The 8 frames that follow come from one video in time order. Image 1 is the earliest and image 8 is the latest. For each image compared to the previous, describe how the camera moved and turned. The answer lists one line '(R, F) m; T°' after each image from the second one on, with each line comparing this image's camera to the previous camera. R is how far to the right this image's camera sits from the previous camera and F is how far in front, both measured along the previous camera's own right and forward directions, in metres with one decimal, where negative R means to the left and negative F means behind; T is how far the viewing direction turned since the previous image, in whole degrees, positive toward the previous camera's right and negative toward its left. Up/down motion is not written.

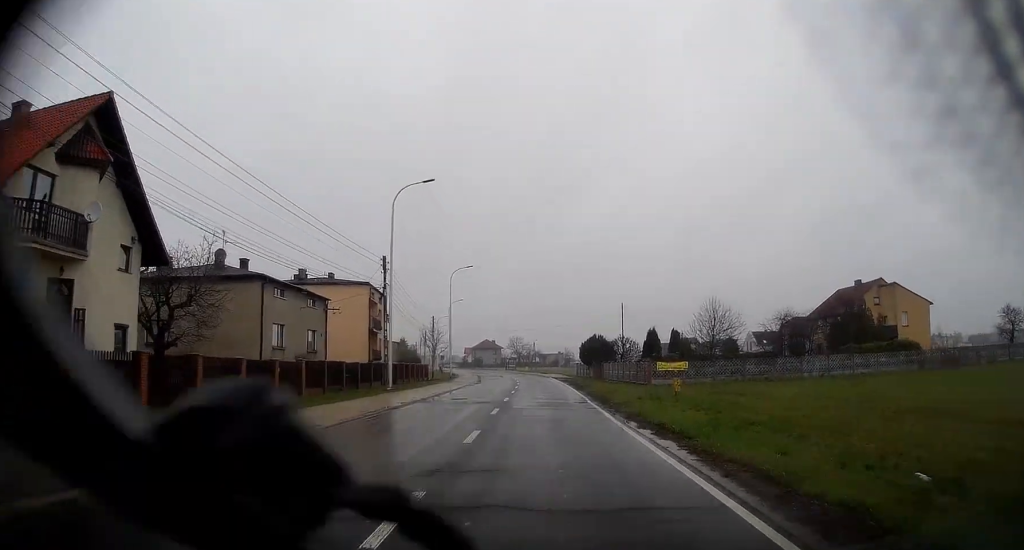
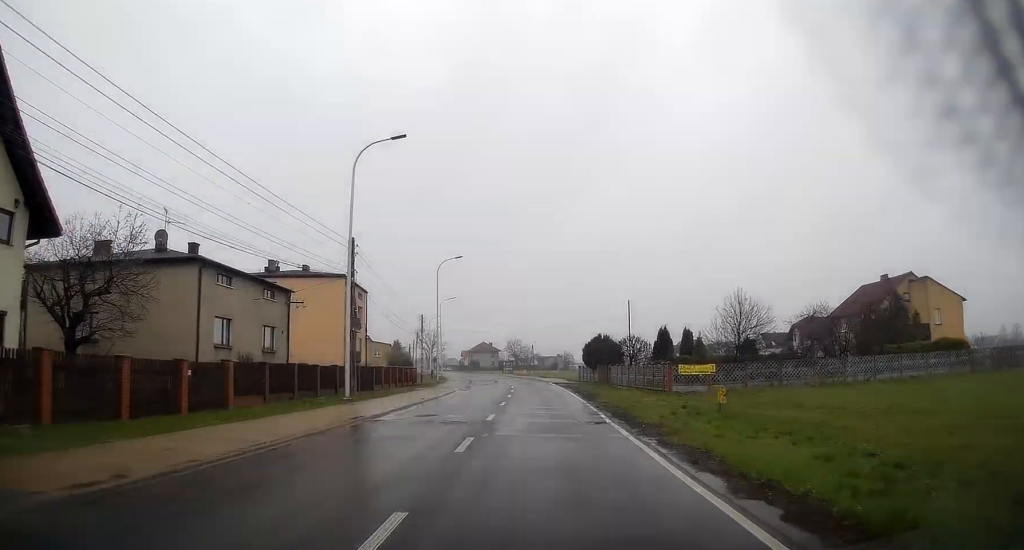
(0.0, +6.8) m; 0°
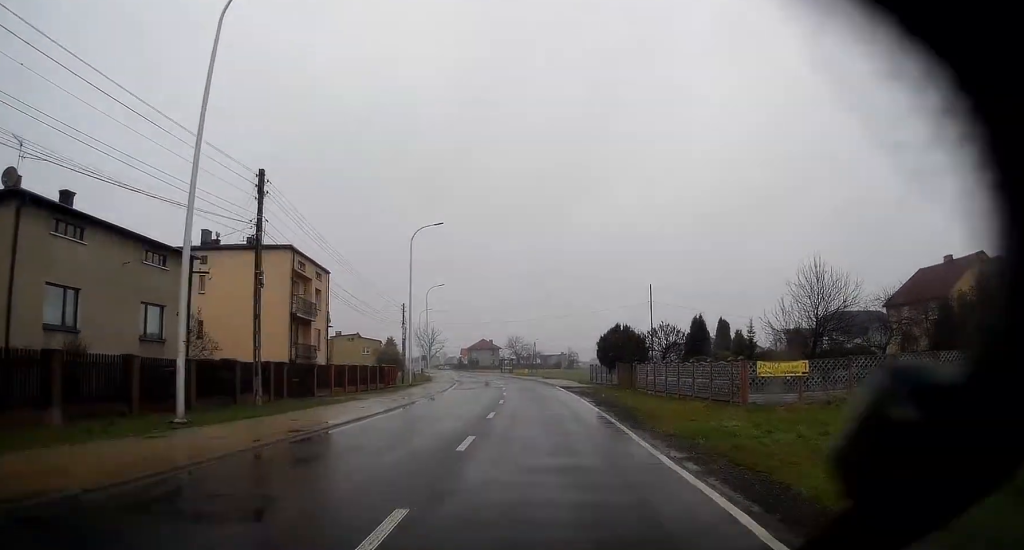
(0.0, +12.1) m; +1°
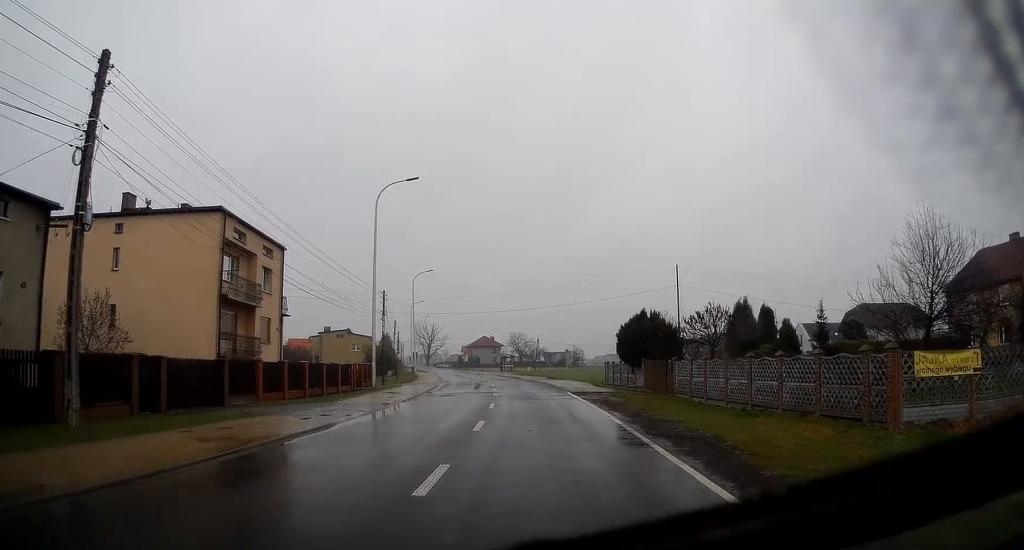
(+0.1, +9.9) m; 0°
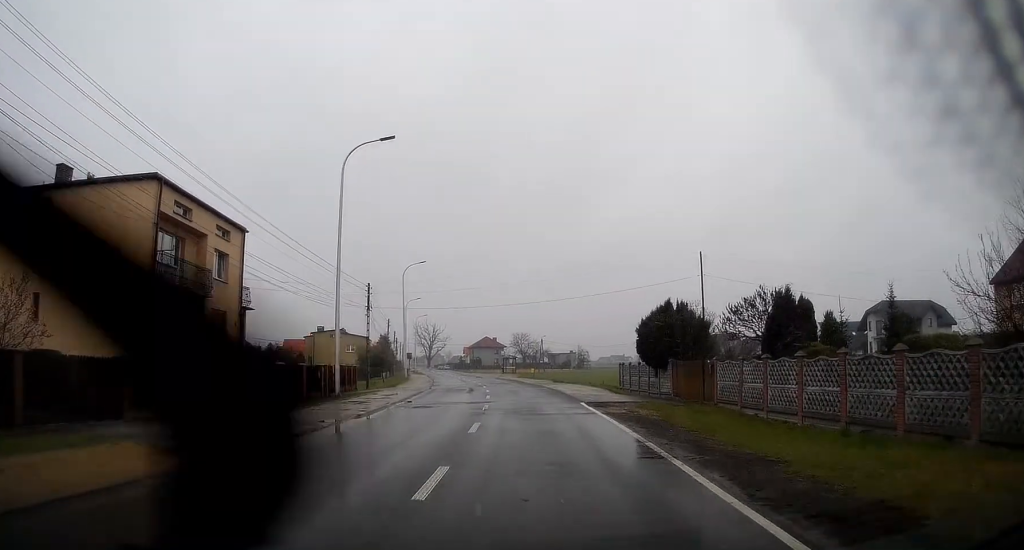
(0.0, +6.2) m; 0°
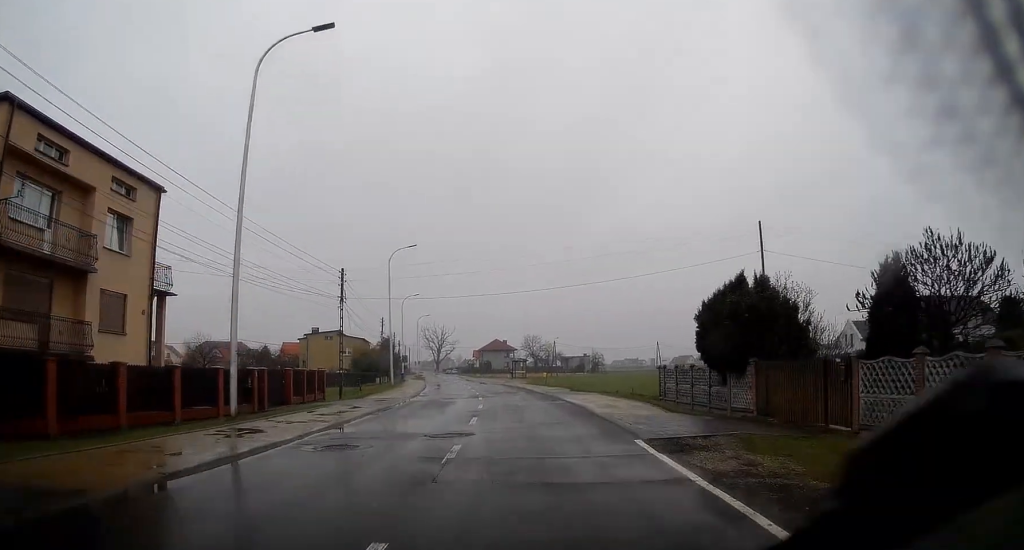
(0.0, +9.7) m; -1°
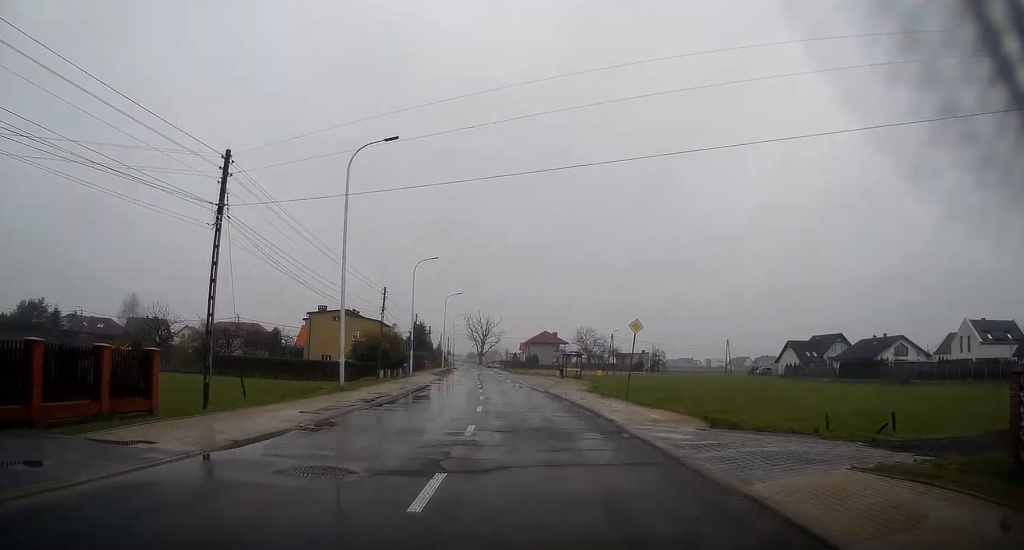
(-0.9, +21.6) m; -5°
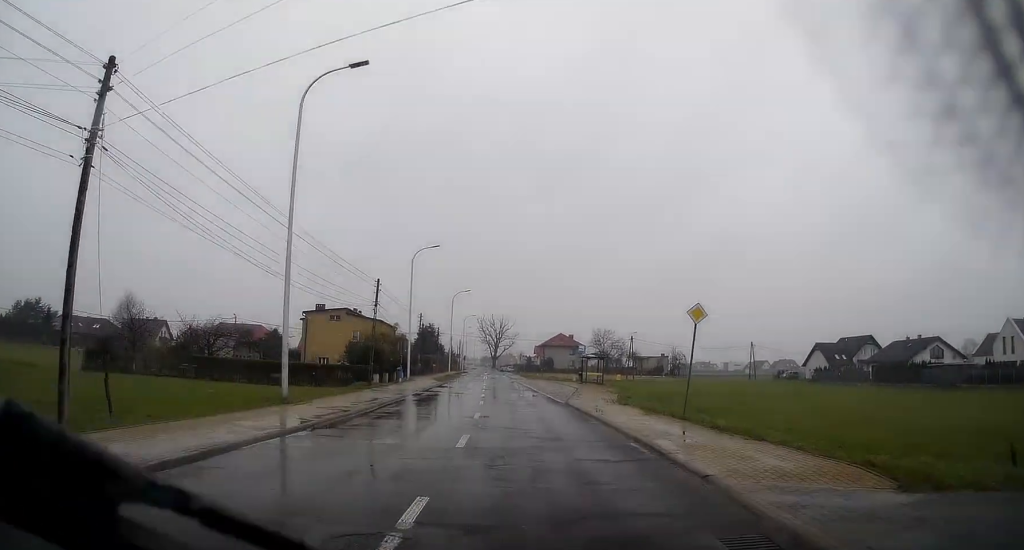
(0.0, +7.2) m; -1°
